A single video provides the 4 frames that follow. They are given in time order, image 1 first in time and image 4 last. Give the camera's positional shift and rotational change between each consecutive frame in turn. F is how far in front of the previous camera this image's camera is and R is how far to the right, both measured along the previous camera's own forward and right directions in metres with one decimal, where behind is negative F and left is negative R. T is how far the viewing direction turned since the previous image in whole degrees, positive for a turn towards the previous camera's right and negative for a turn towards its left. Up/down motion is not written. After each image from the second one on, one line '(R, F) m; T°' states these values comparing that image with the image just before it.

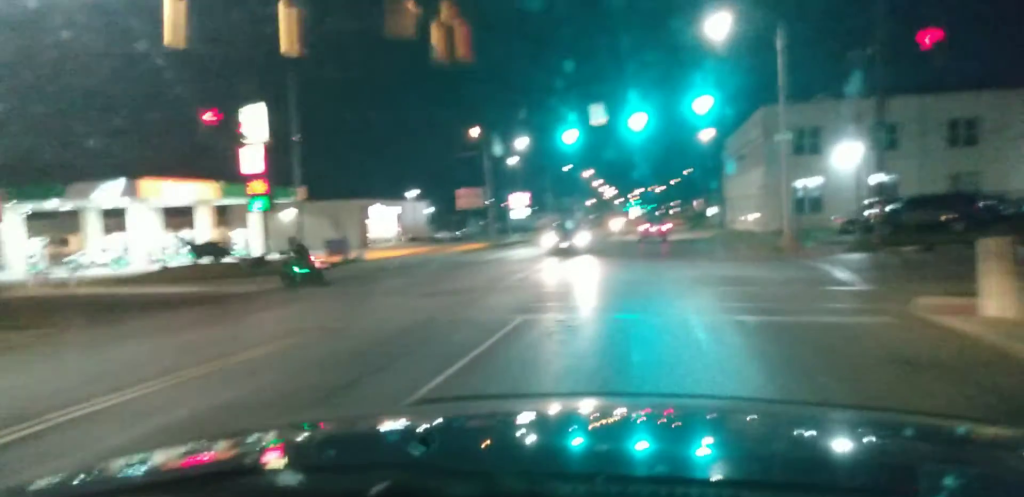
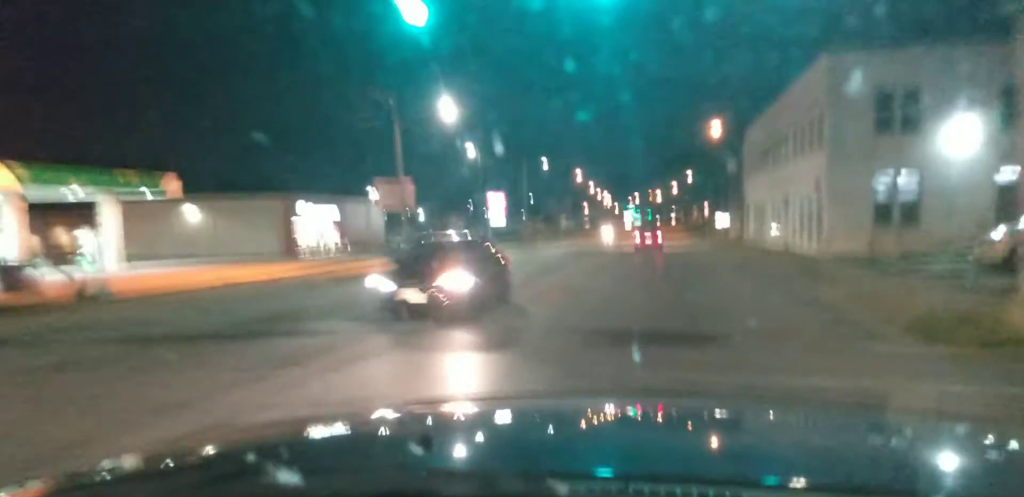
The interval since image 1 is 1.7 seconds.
(-0.3, +19.8) m; 0°
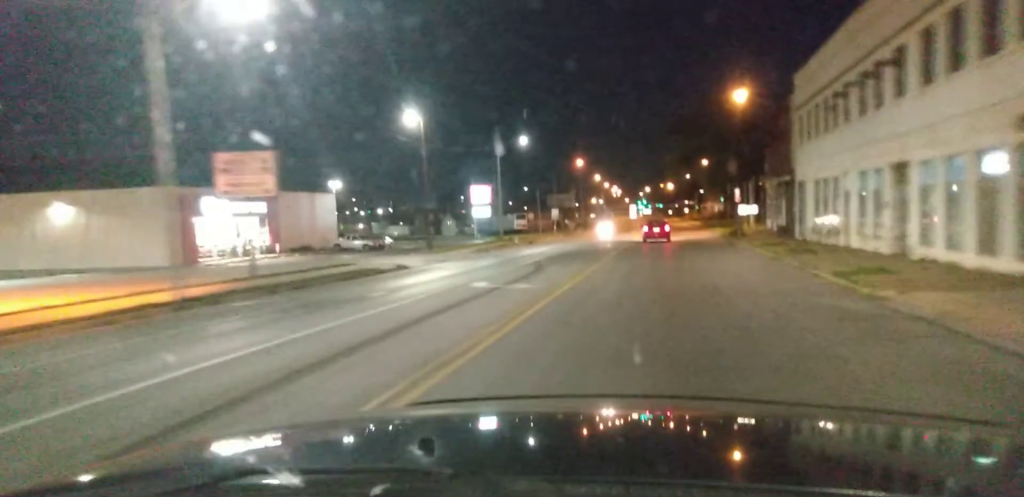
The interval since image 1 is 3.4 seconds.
(+0.5, +19.8) m; +2°
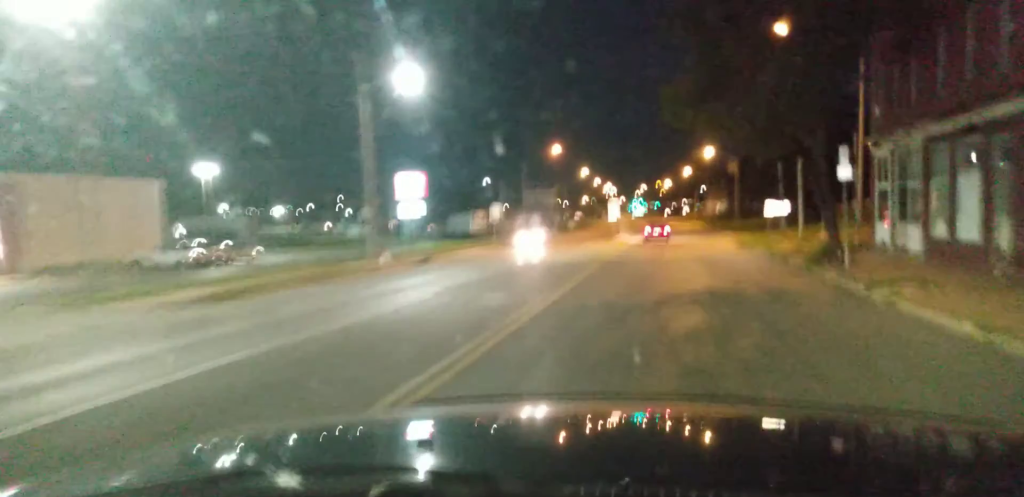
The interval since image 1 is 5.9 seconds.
(-1.4, +31.7) m; -4°
